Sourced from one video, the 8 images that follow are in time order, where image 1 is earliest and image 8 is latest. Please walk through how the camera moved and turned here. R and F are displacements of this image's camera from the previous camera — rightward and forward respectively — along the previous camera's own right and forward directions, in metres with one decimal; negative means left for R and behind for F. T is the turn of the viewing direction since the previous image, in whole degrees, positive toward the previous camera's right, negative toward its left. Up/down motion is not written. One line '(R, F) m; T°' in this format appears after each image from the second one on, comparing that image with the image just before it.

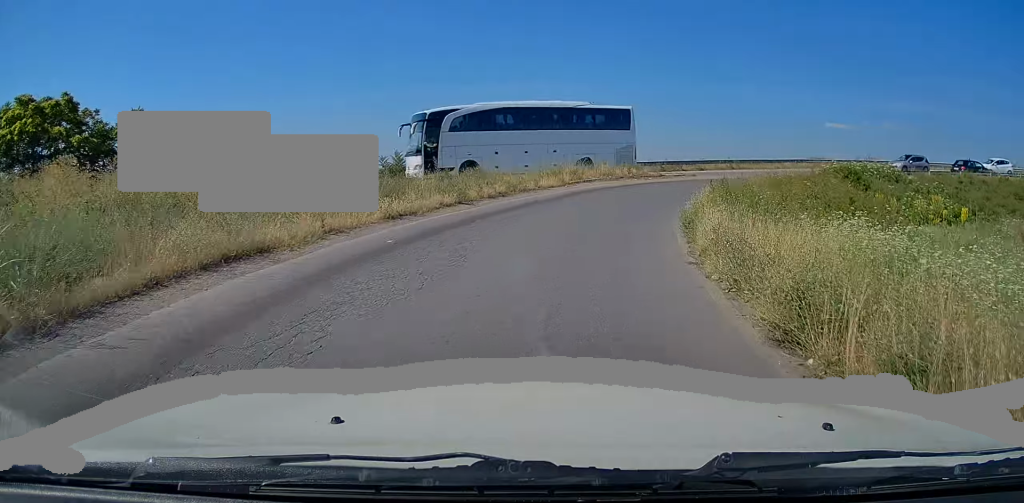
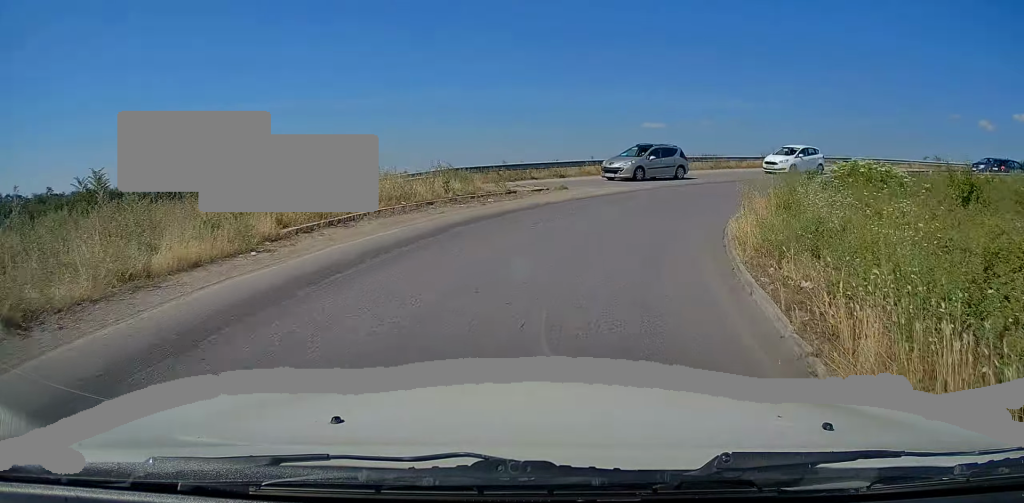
(+2.8, +15.9) m; +22°
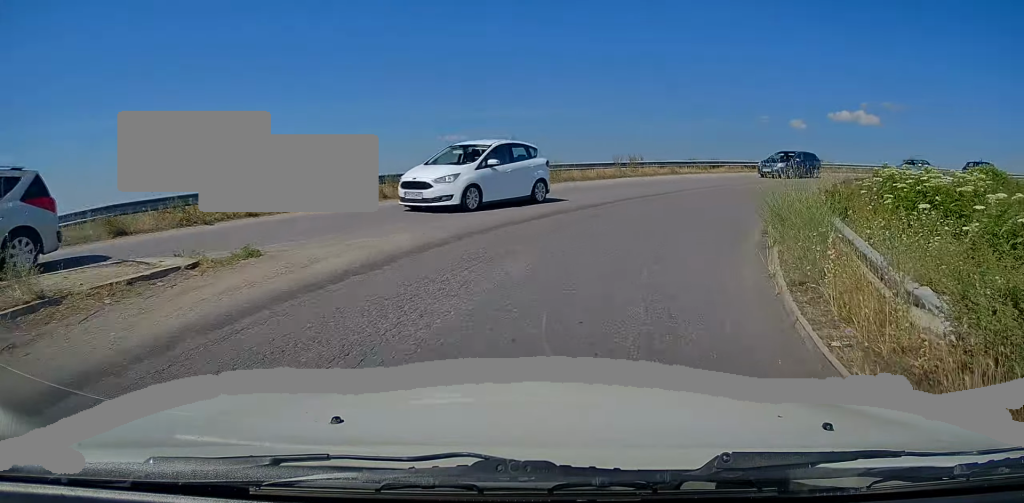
(+1.8, +11.7) m; +17°
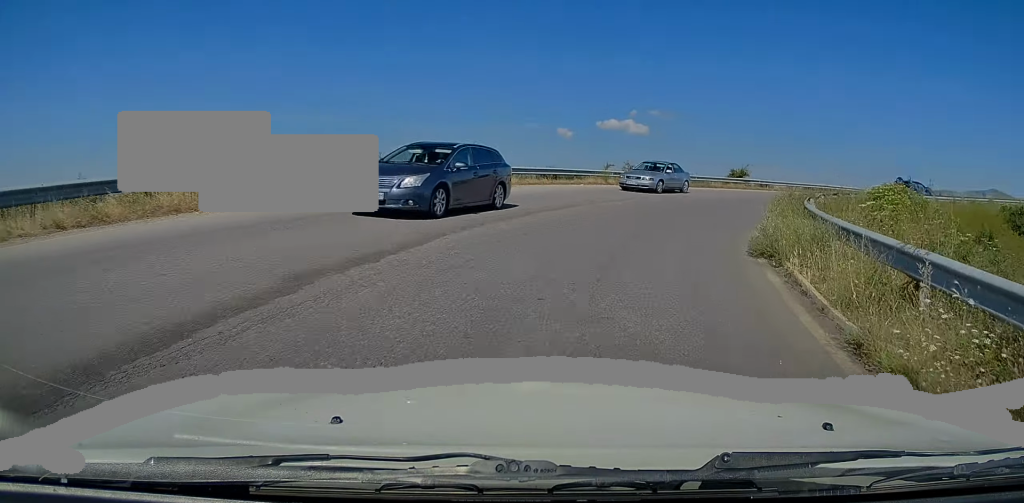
(+1.6, +11.8) m; +16°
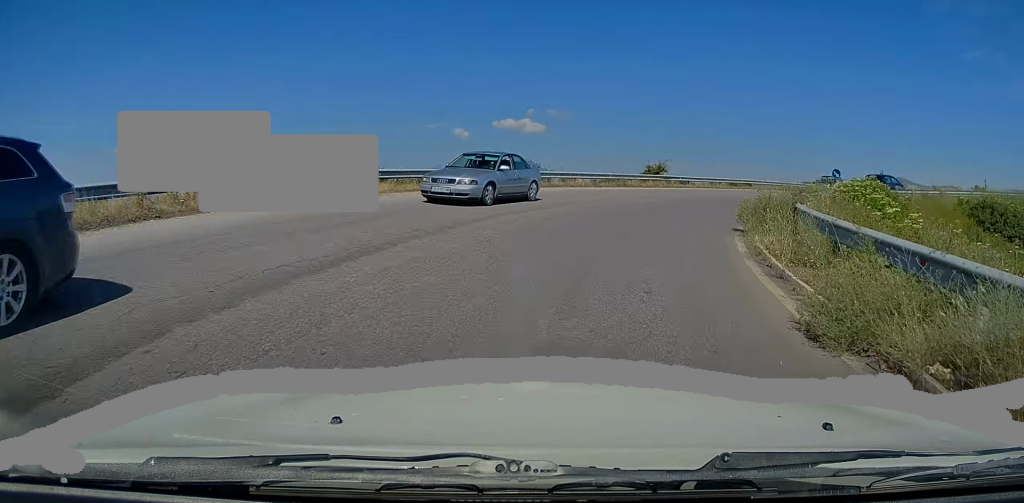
(+0.3, +5.7) m; +8°
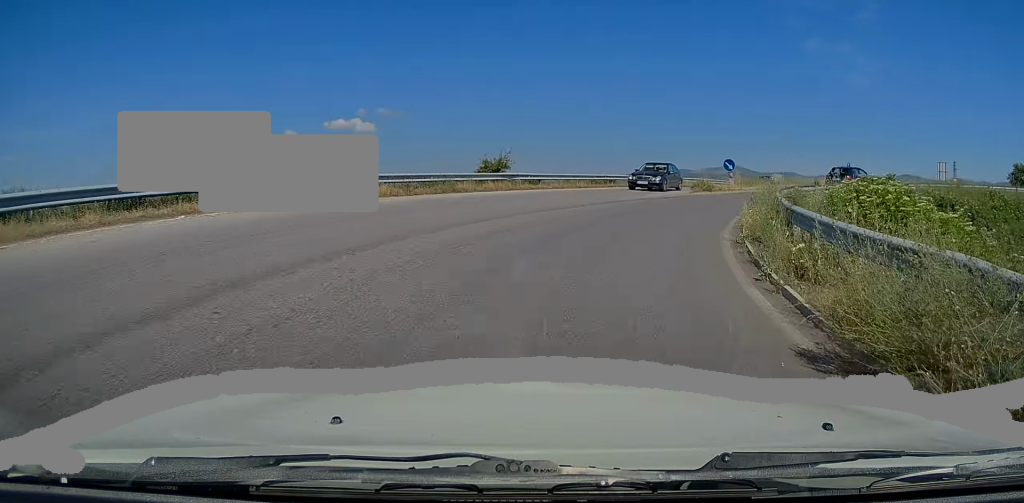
(+1.3, +10.6) m; +14°
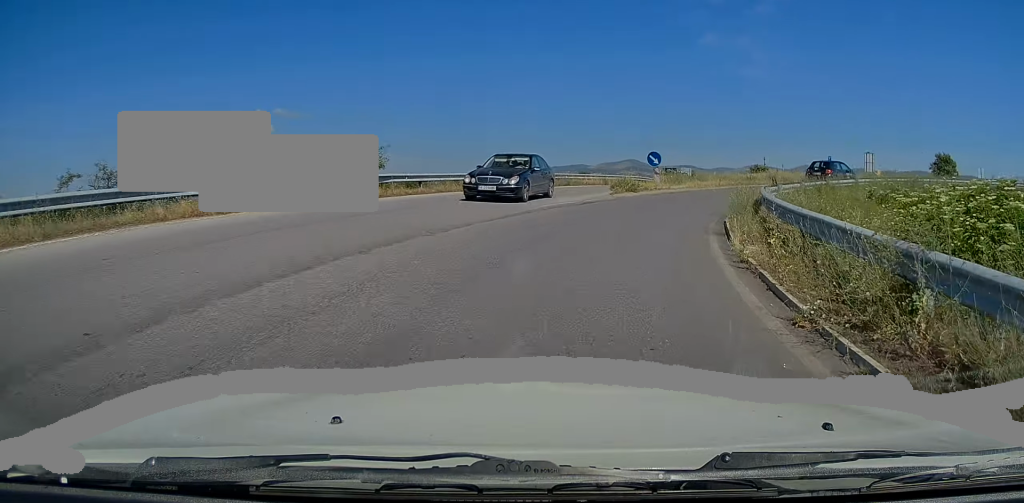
(+0.5, +6.8) m; +10°
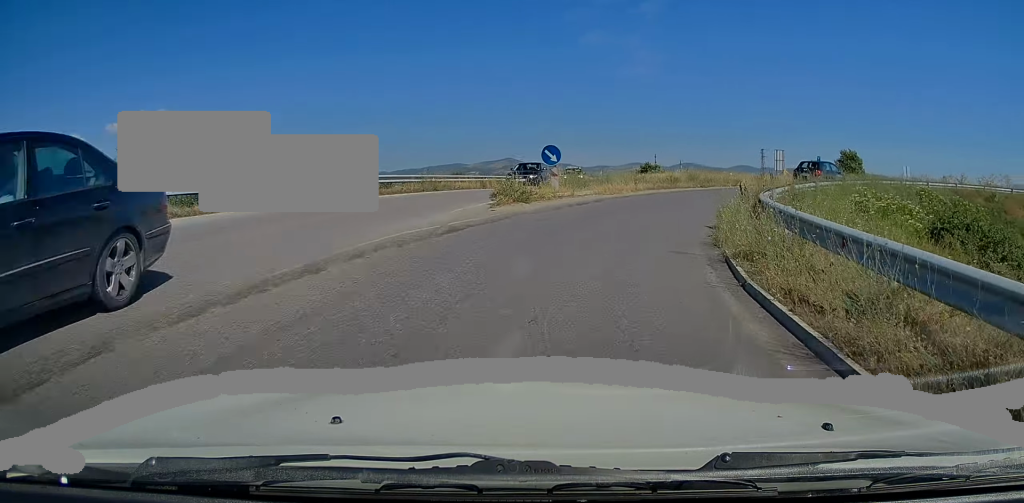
(+1.2, +8.5) m; +12°
